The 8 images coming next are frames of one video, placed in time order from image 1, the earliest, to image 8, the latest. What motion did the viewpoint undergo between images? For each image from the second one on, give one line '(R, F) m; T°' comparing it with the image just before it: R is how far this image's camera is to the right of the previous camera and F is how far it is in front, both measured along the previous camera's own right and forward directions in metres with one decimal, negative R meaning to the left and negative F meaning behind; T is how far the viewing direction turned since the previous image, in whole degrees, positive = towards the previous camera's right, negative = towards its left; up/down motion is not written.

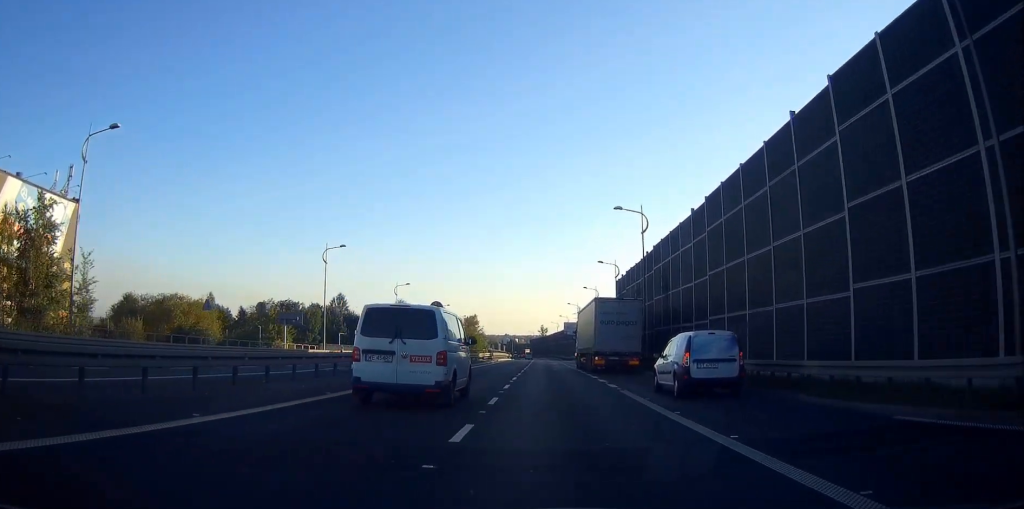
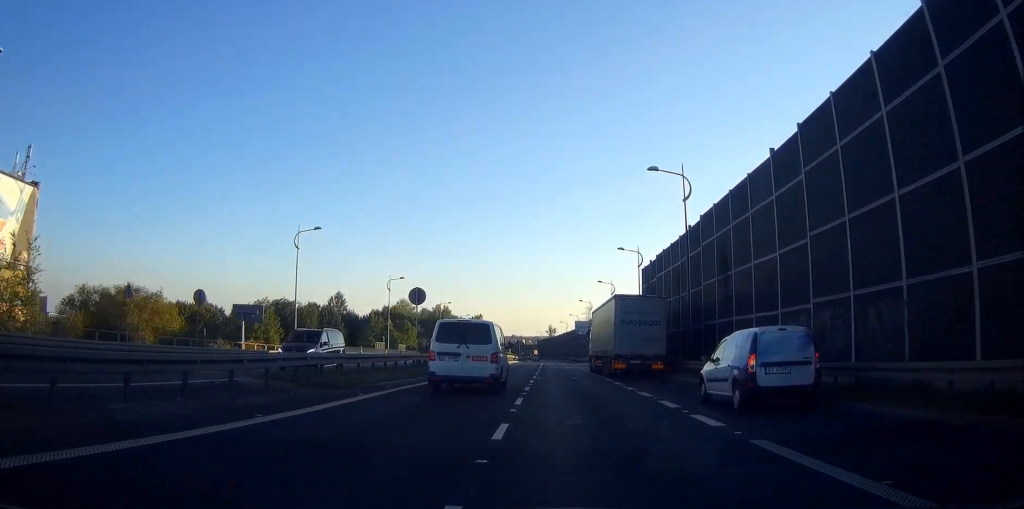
(-0.2, +11.7) m; 0°
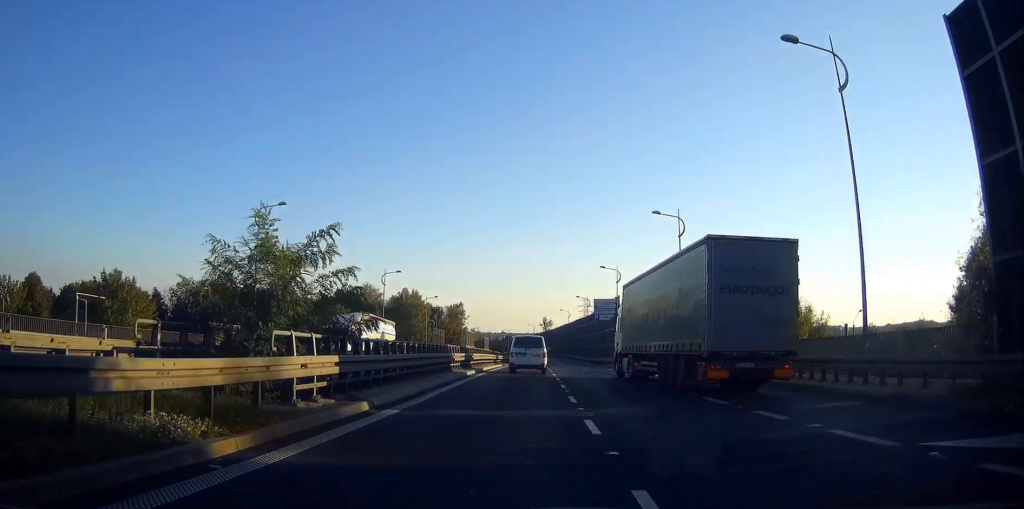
(+0.3, +48.3) m; +1°
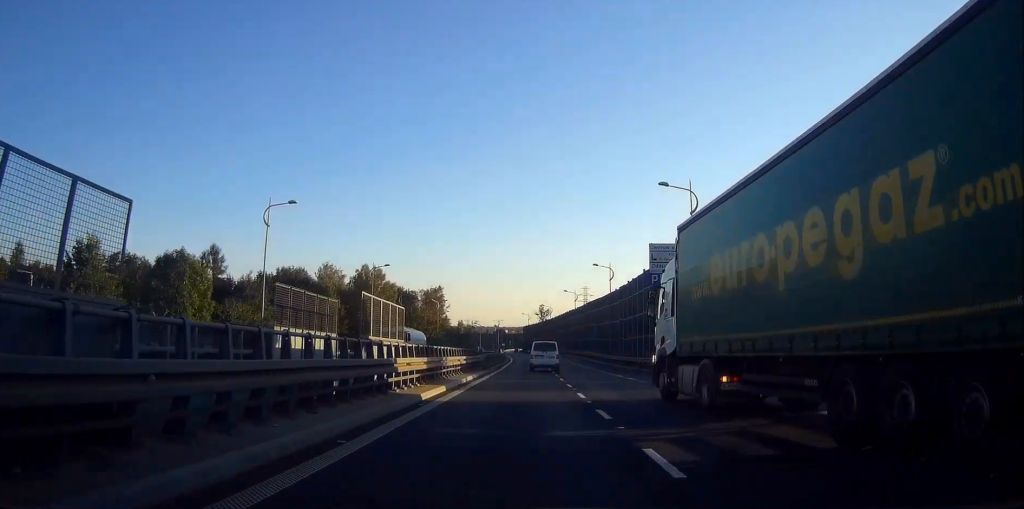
(+0.5, +39.3) m; +1°
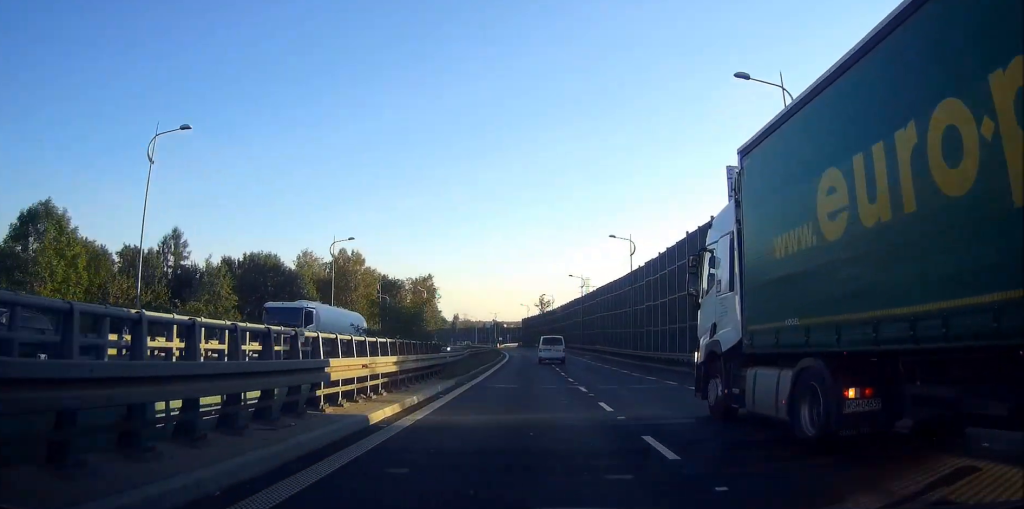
(0.0, +17.1) m; 0°
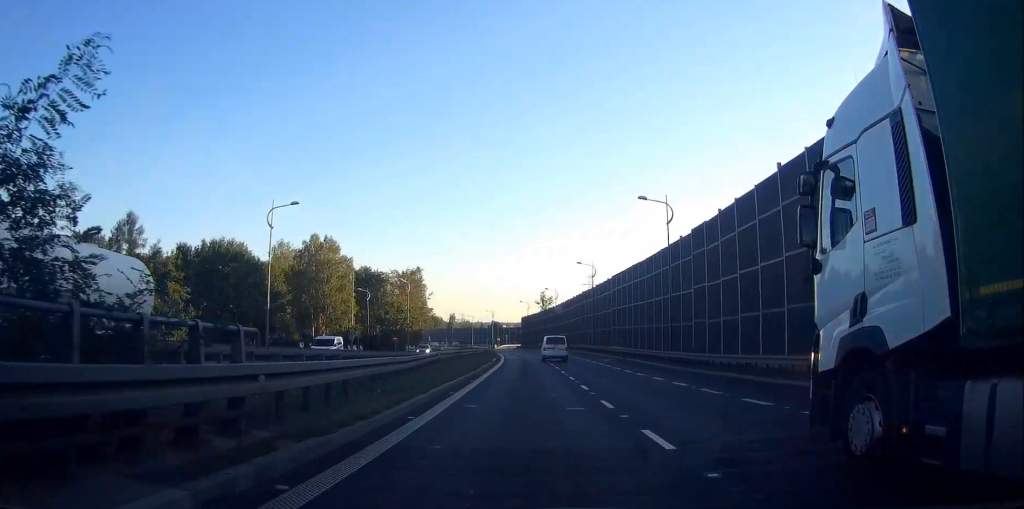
(-0.1, +17.2) m; 0°
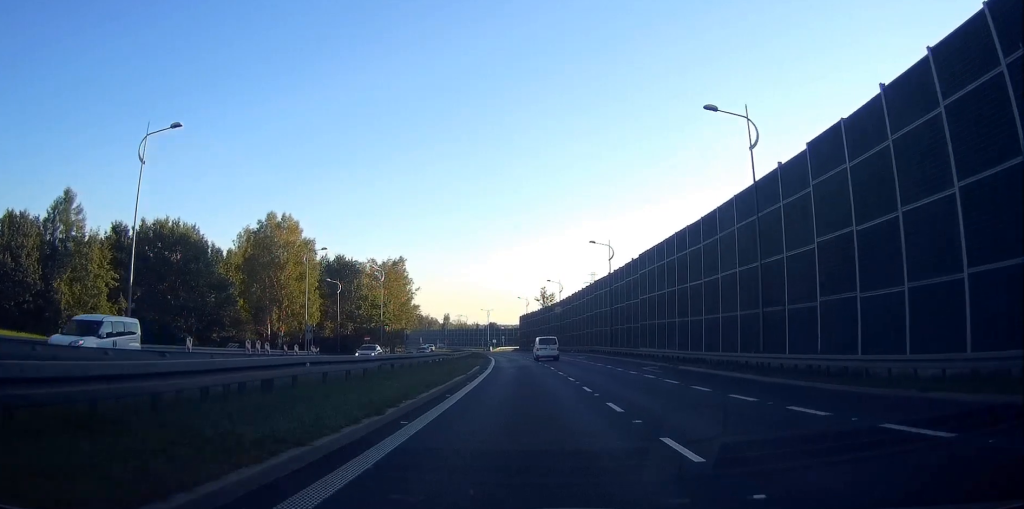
(+0.1, +19.1) m; 0°
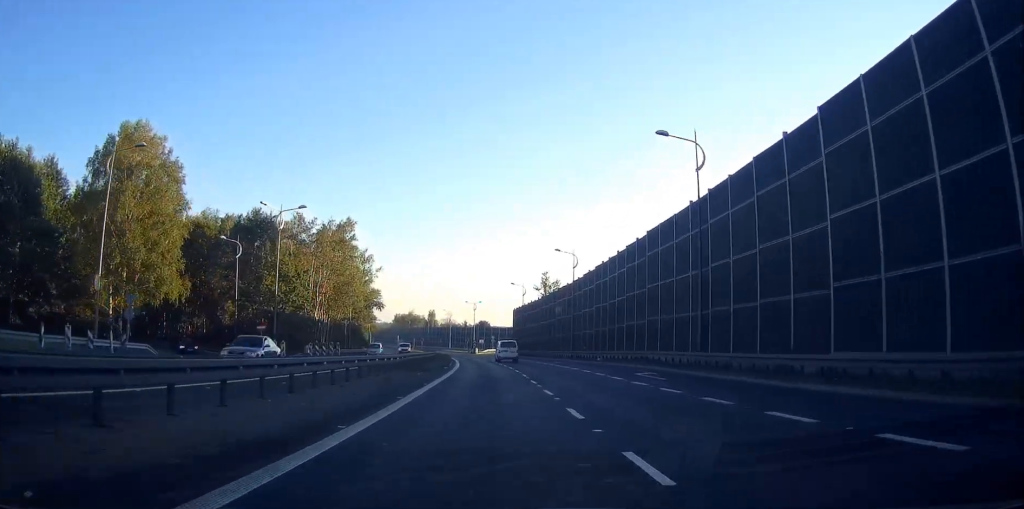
(0.0, +37.2) m; 0°
